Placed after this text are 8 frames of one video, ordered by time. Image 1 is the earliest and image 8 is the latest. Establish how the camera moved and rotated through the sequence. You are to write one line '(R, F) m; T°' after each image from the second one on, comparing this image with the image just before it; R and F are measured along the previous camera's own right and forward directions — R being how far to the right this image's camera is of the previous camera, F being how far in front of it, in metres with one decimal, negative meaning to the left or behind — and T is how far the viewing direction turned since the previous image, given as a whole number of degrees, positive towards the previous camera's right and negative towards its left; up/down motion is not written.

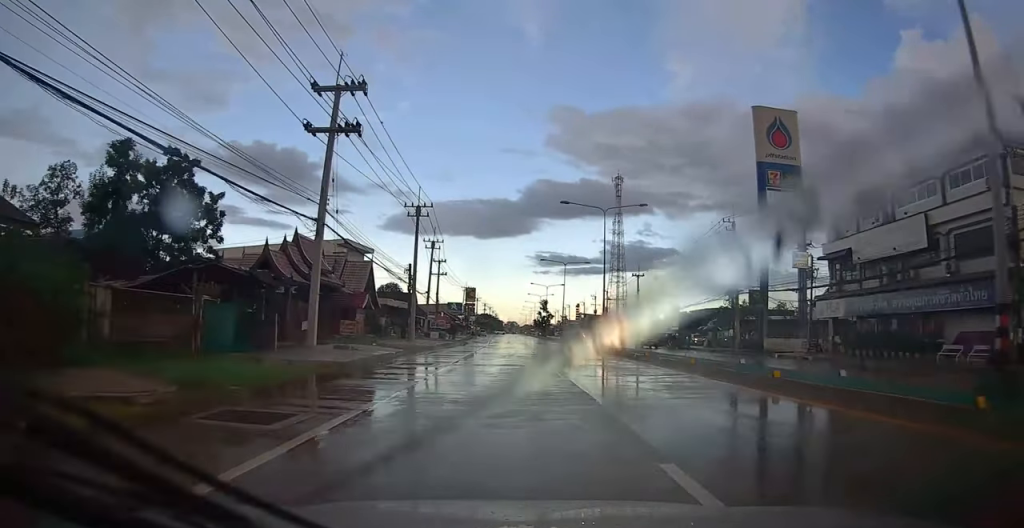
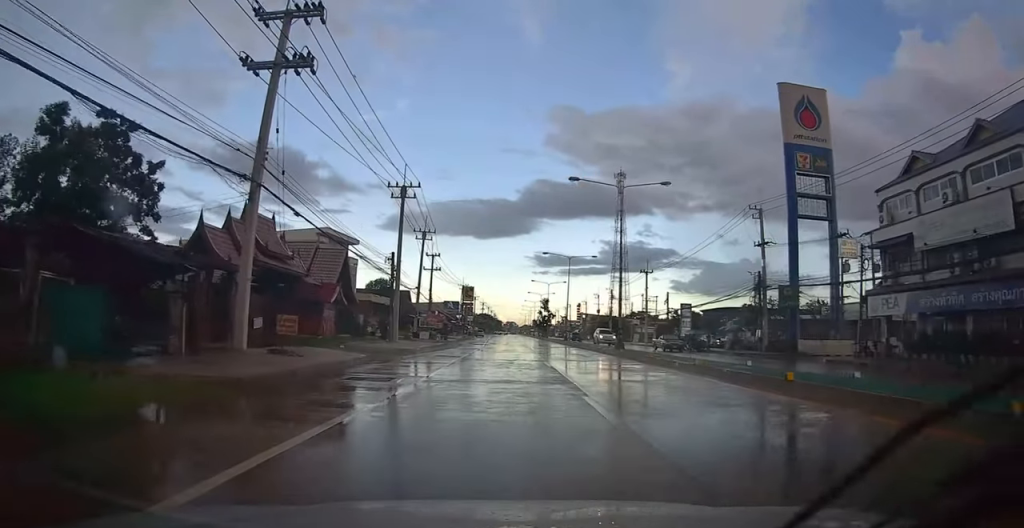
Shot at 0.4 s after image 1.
(+0.1, +6.6) m; +1°
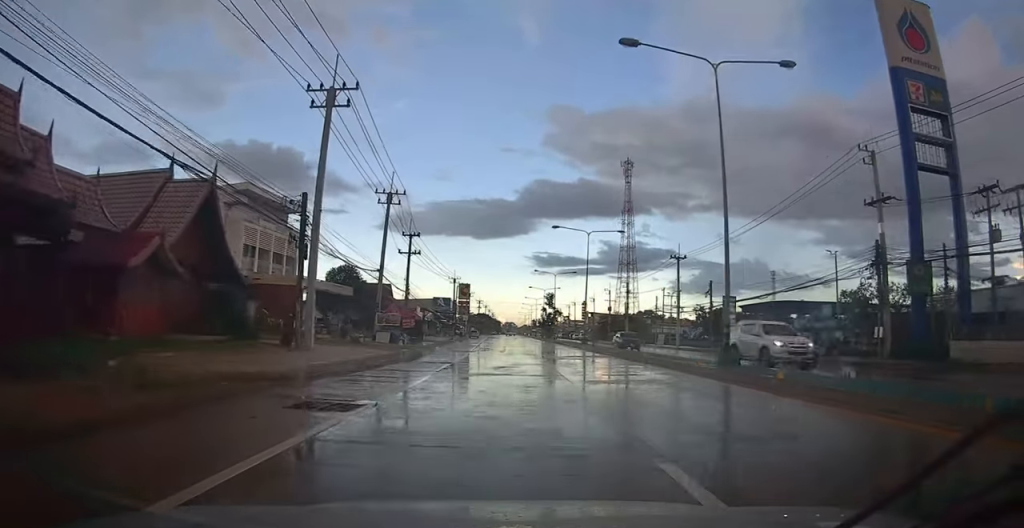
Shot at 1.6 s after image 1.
(-0.1, +17.8) m; +1°
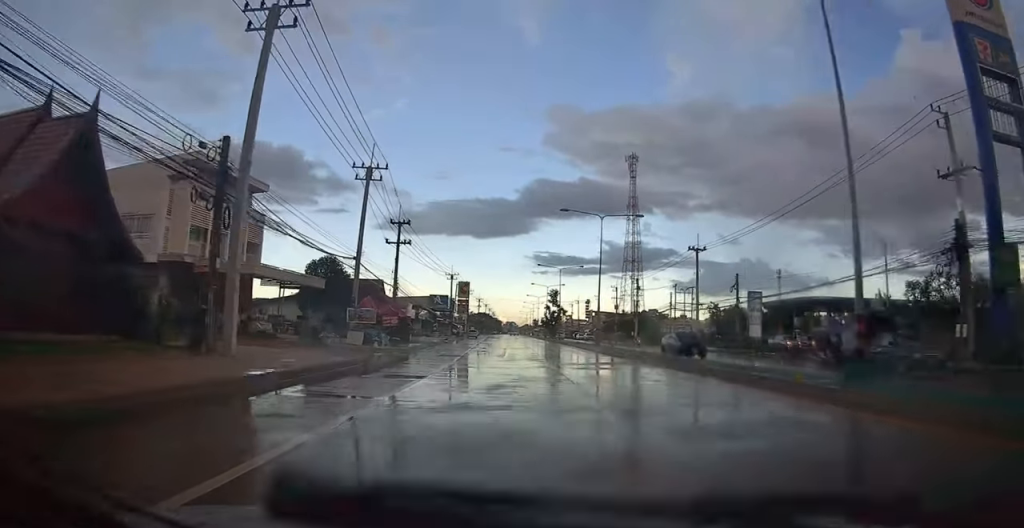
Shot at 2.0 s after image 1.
(-0.1, +7.1) m; +1°
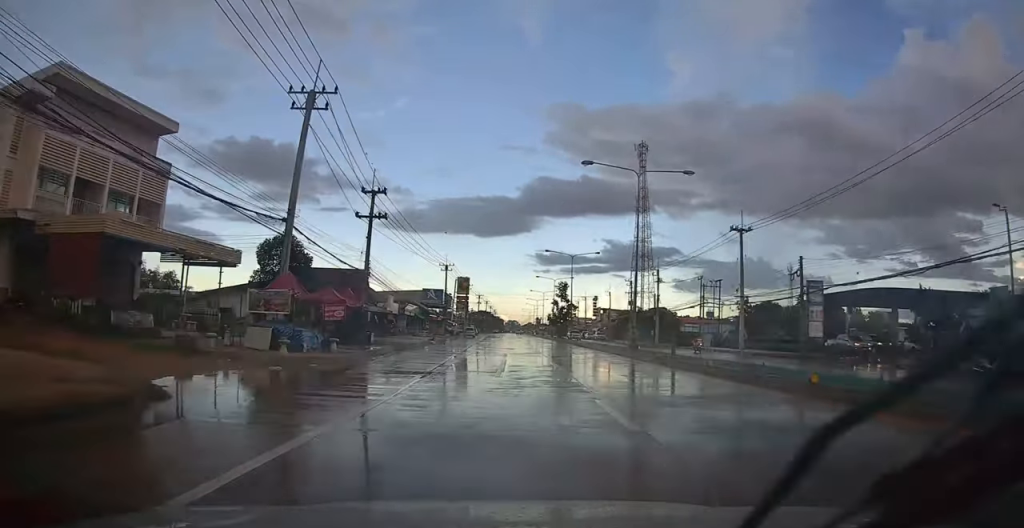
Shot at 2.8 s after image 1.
(+0.4, +12.5) m; +1°
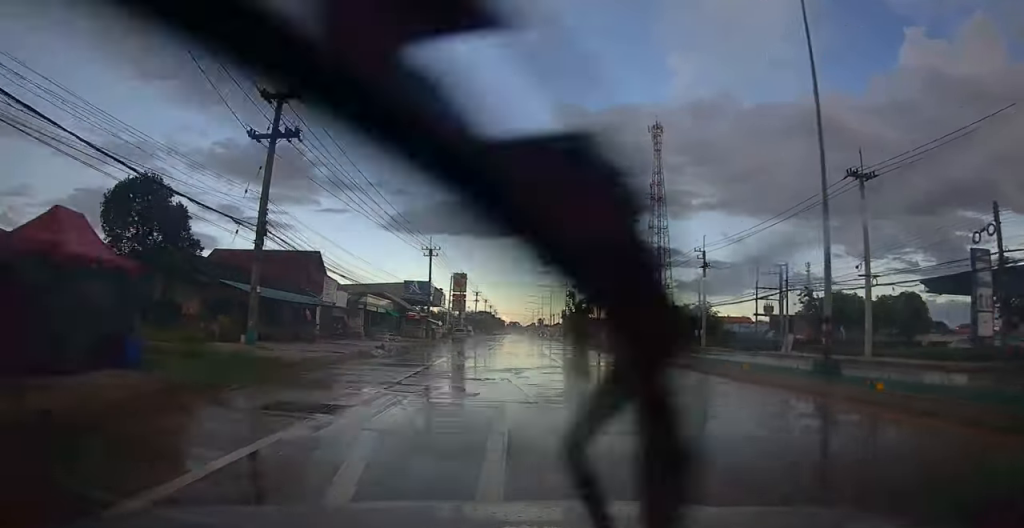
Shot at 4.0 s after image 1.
(-0.3, +19.9) m; -3°
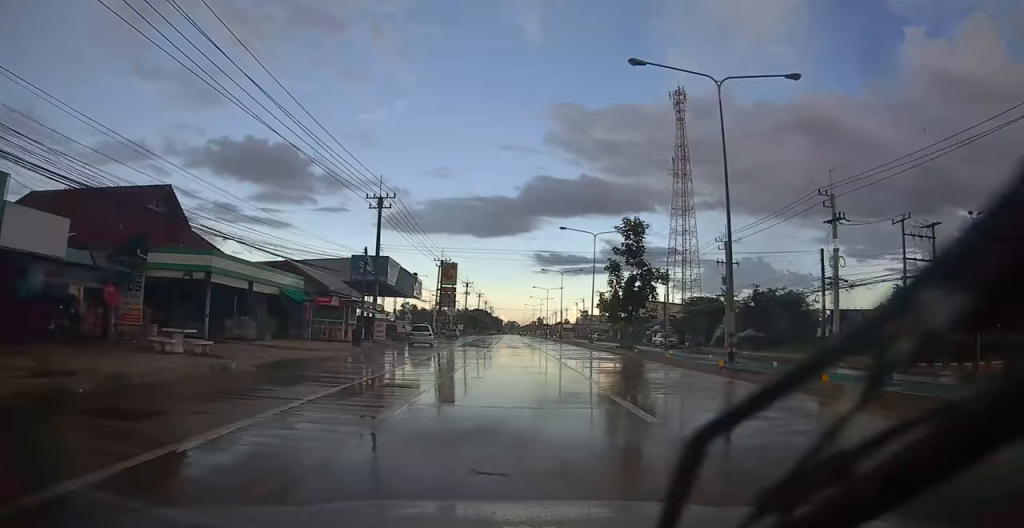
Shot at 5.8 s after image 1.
(-0.5, +28.0) m; -1°
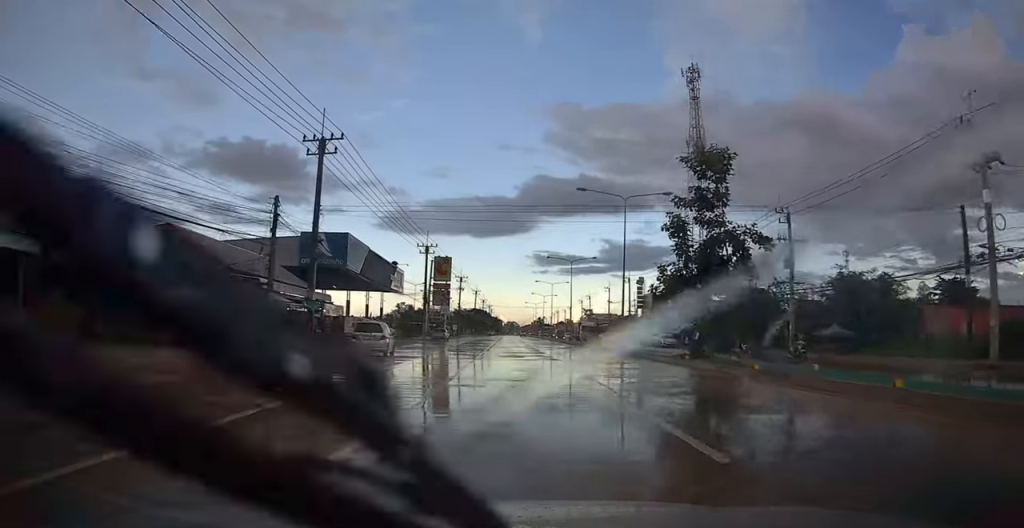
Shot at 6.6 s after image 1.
(0.0, +14.6) m; 0°
